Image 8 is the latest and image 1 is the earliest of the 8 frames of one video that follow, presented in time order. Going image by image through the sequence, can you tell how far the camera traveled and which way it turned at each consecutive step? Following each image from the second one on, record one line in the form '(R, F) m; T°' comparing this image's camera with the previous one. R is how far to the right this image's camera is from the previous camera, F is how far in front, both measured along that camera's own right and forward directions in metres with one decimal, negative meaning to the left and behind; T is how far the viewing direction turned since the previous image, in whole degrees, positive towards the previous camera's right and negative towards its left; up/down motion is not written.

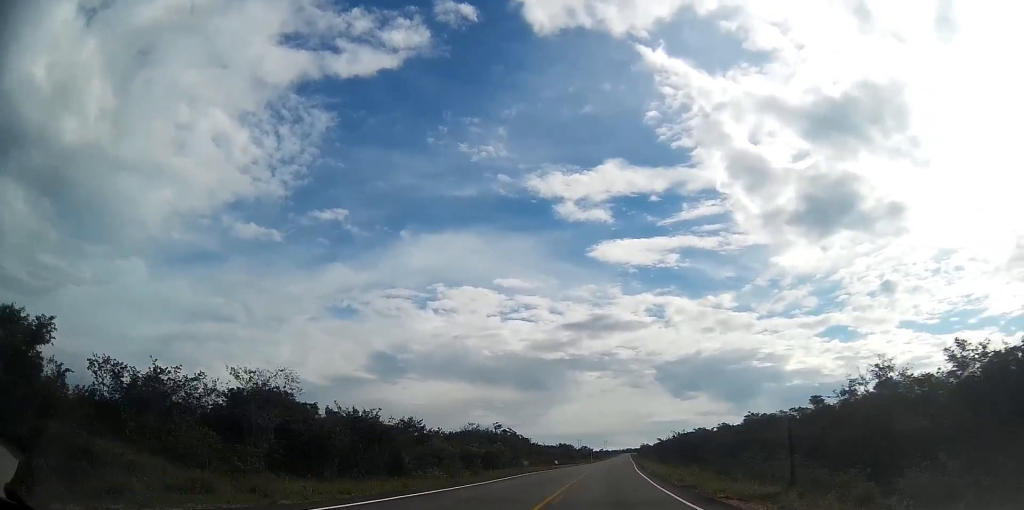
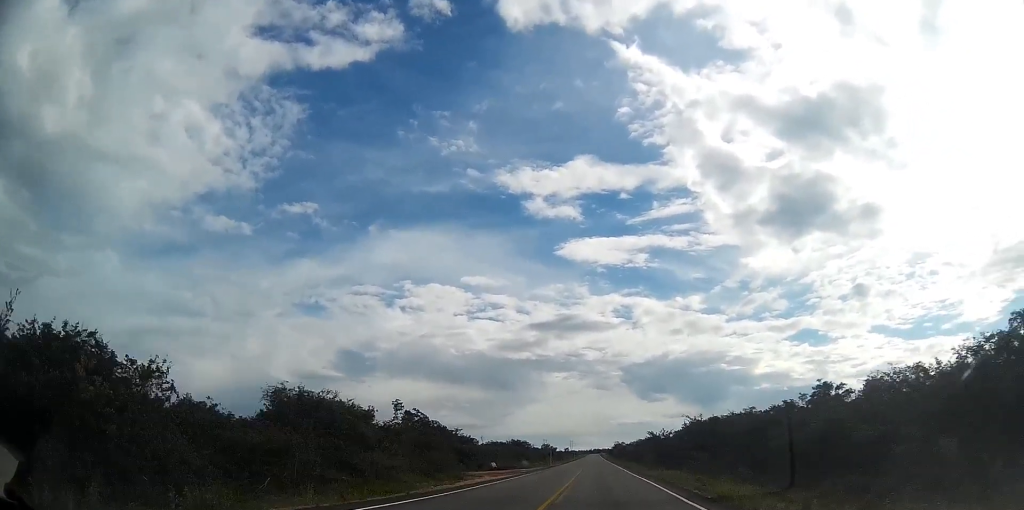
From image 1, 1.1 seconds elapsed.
(+1.2, +45.1) m; +3°
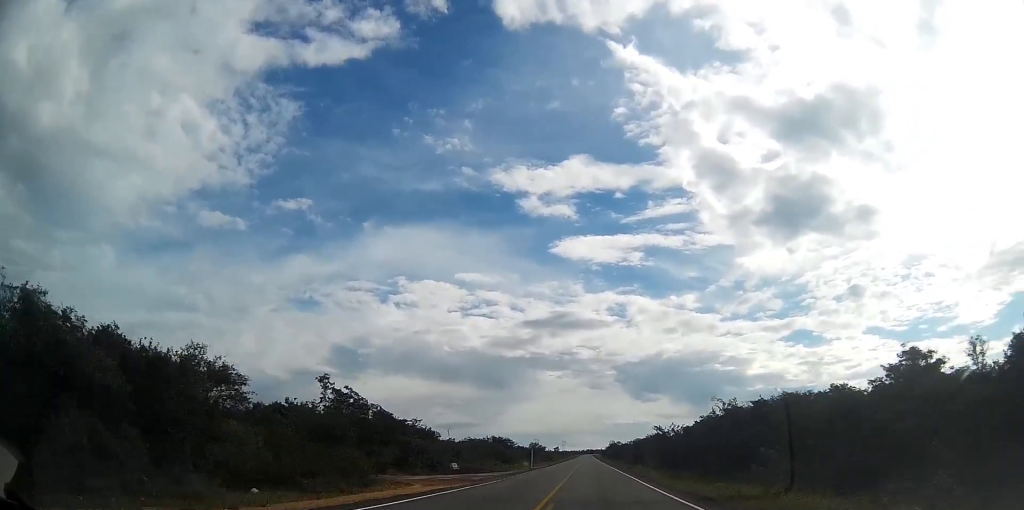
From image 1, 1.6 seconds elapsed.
(+0.3, +20.9) m; +1°
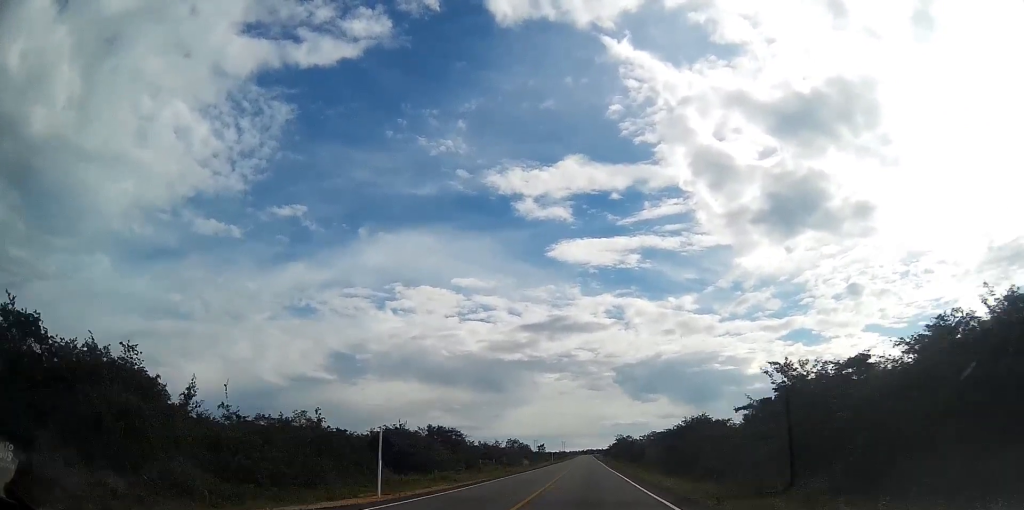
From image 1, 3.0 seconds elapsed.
(+1.4, +54.8) m; +2°
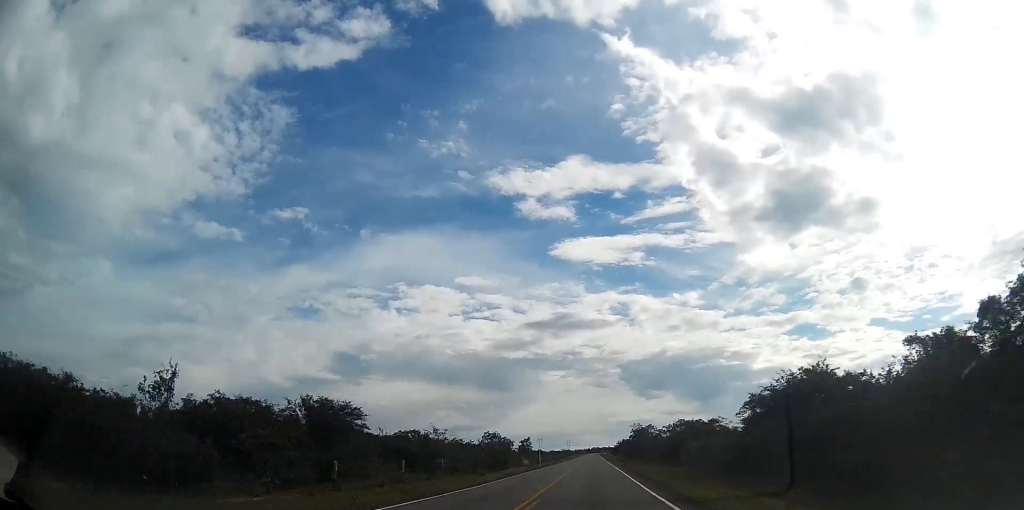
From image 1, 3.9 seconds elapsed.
(+0.1, +37.2) m; 0°
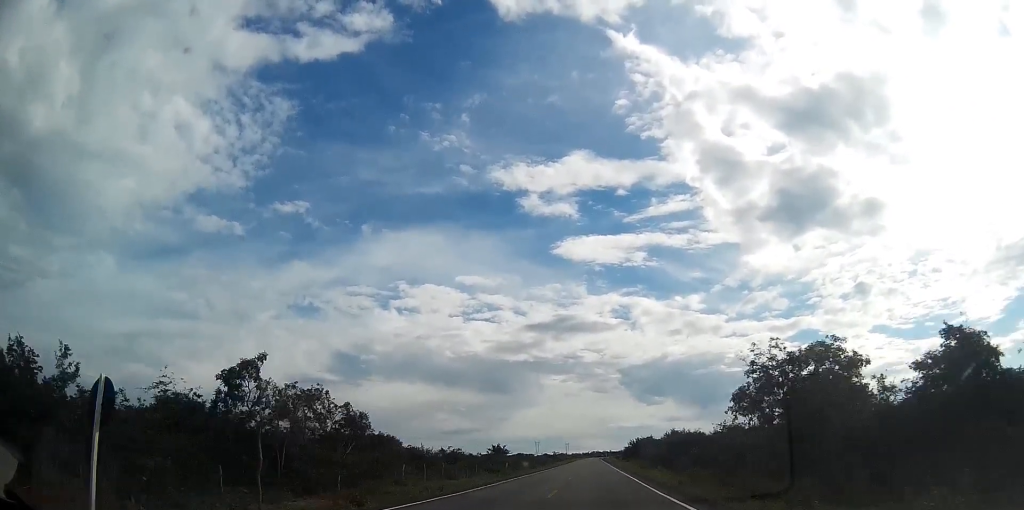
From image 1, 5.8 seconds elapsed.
(-0.7, +74.5) m; -1°
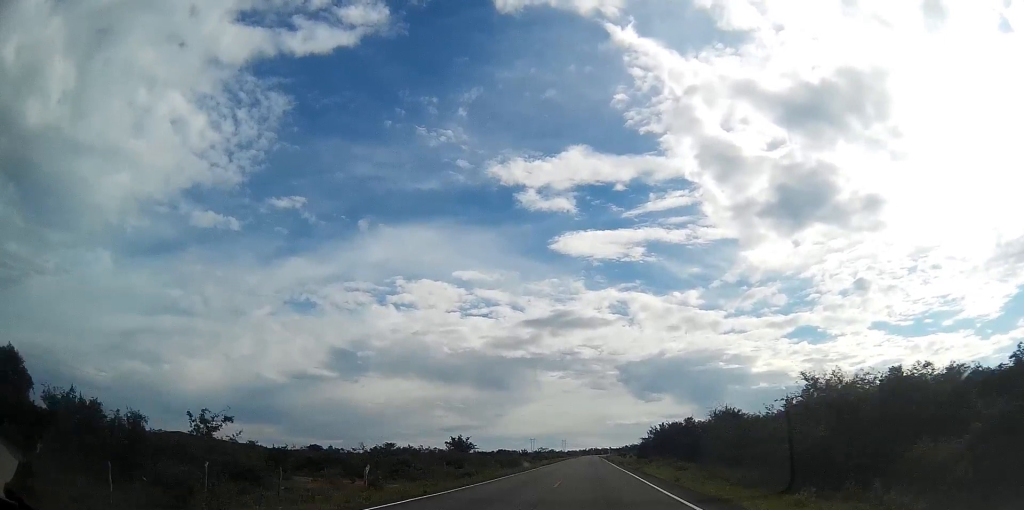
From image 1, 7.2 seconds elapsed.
(-0.2, +60.1) m; 0°
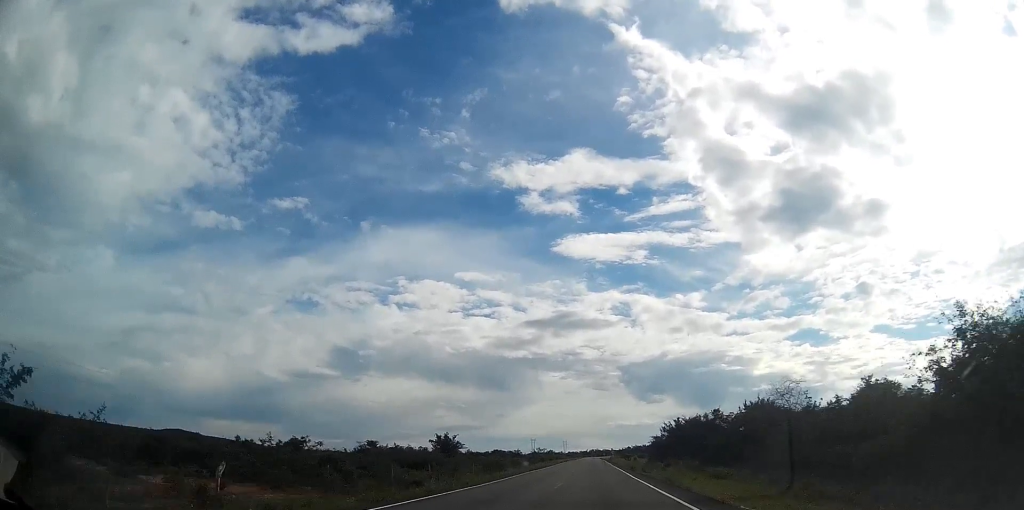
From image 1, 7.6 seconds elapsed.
(+0.1, +16.2) m; 0°
